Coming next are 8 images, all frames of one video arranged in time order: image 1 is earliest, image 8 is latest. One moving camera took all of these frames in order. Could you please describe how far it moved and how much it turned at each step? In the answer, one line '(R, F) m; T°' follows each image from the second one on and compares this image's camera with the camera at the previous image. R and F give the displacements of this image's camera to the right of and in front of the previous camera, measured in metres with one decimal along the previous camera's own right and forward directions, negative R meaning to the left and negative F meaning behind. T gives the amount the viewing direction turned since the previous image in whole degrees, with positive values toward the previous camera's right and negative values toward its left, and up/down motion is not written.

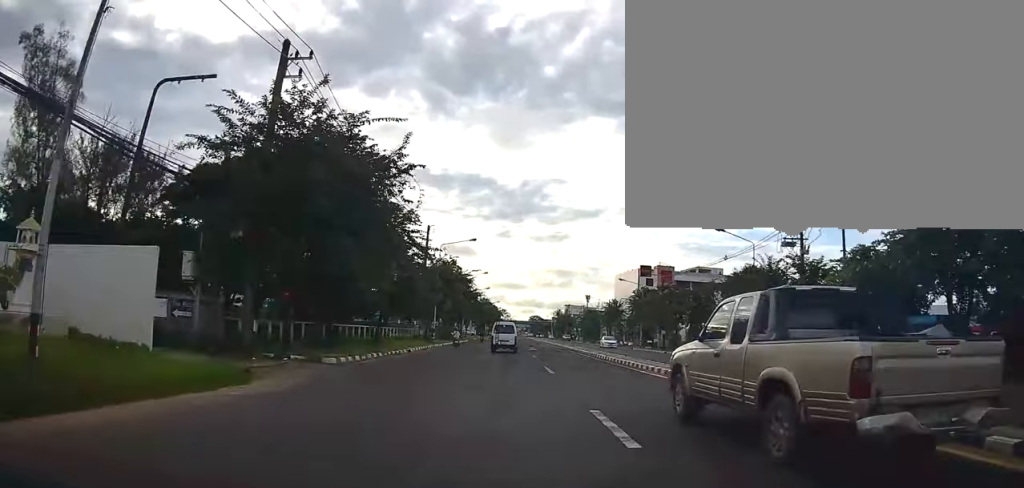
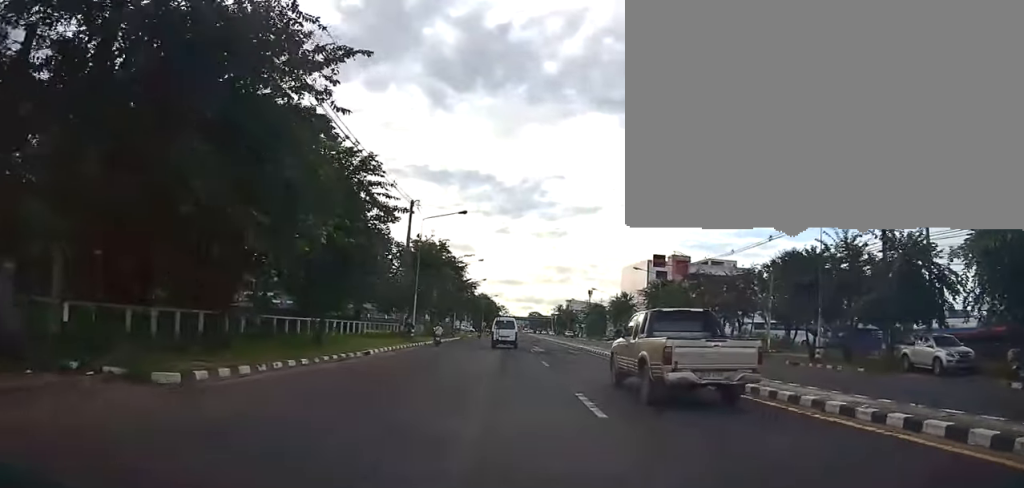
(+0.1, +10.0) m; -2°
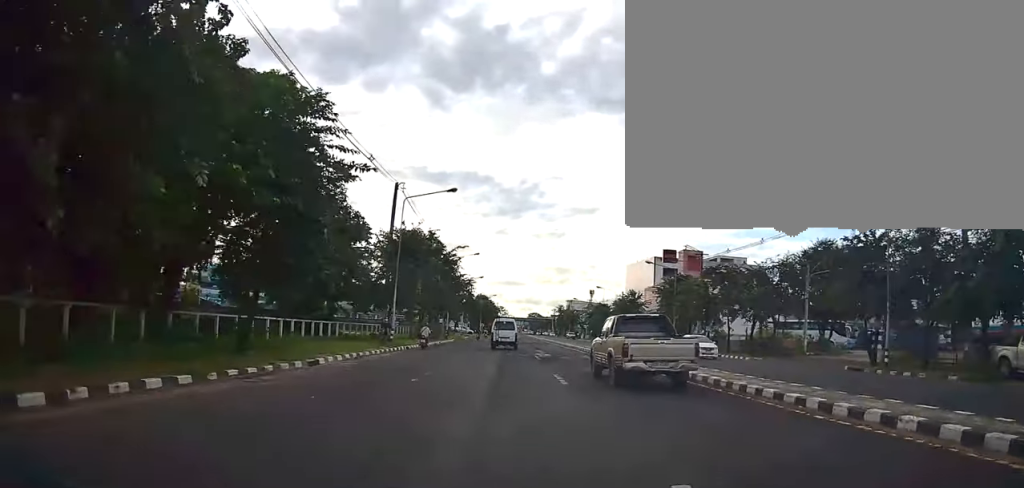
(-0.2, +6.7) m; 0°
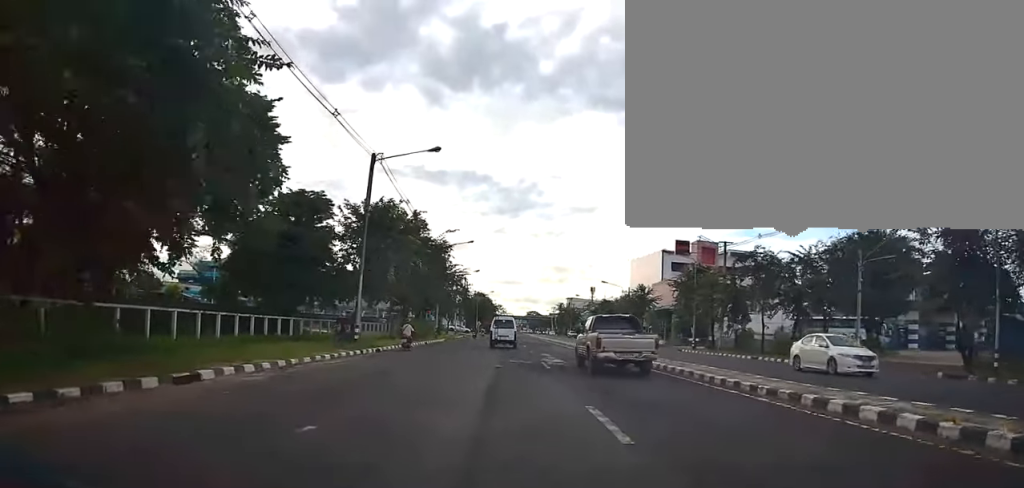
(-0.3, +7.3) m; 0°
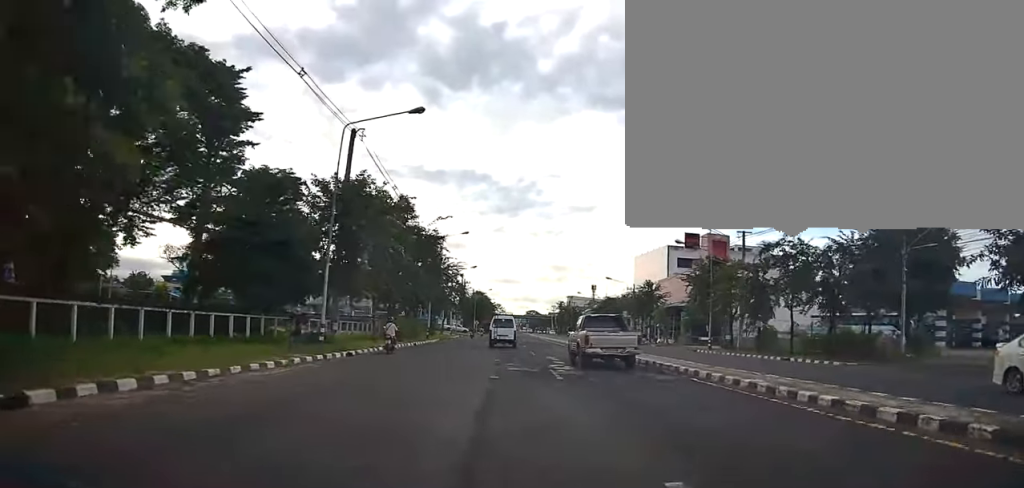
(+0.2, +4.7) m; +1°
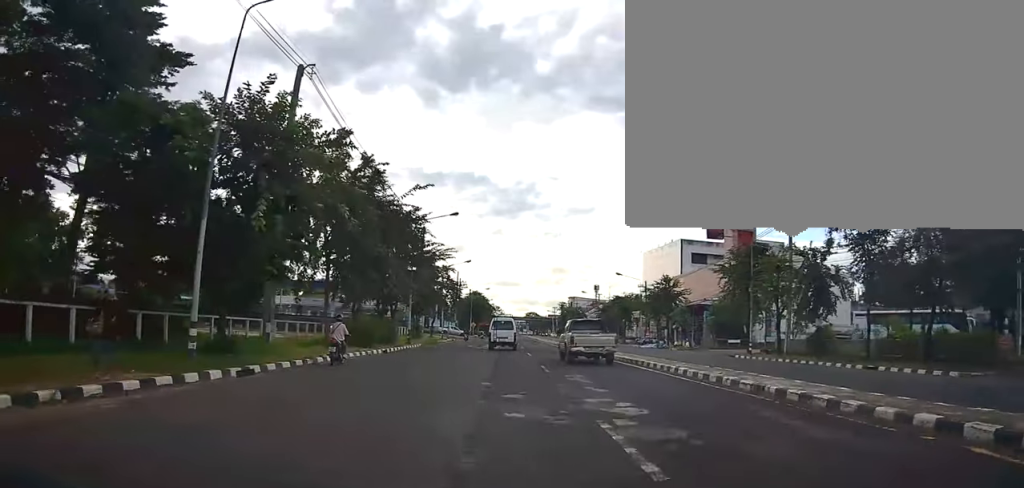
(+0.2, +8.9) m; +2°
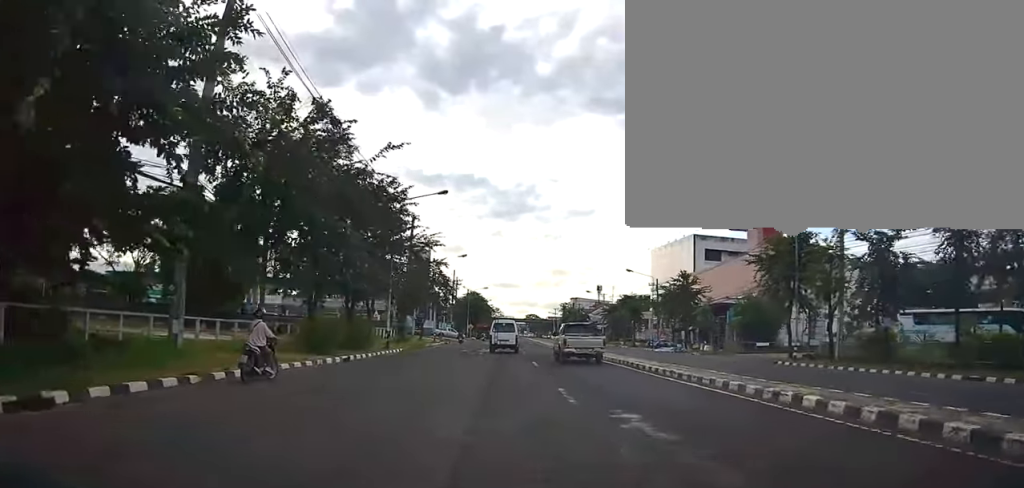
(+0.1, +6.9) m; 0°
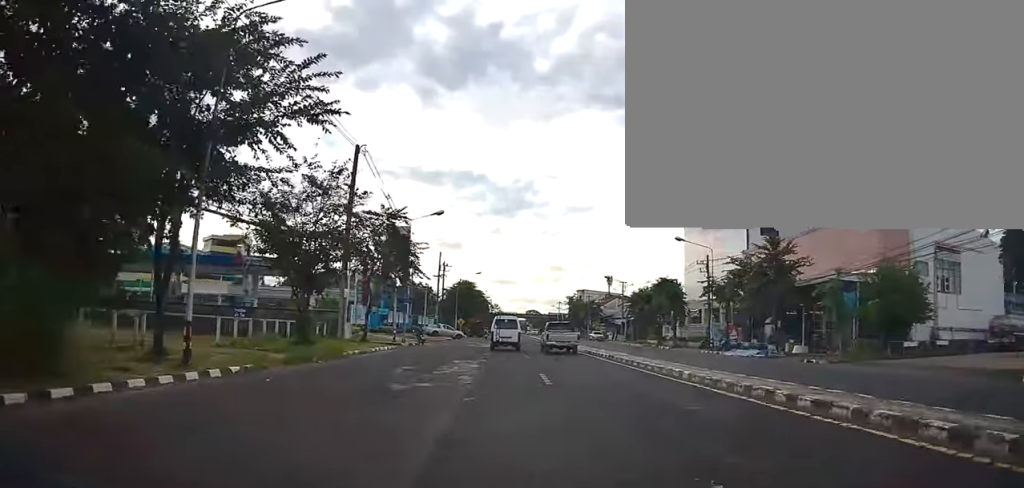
(-0.2, +21.2) m; -1°
